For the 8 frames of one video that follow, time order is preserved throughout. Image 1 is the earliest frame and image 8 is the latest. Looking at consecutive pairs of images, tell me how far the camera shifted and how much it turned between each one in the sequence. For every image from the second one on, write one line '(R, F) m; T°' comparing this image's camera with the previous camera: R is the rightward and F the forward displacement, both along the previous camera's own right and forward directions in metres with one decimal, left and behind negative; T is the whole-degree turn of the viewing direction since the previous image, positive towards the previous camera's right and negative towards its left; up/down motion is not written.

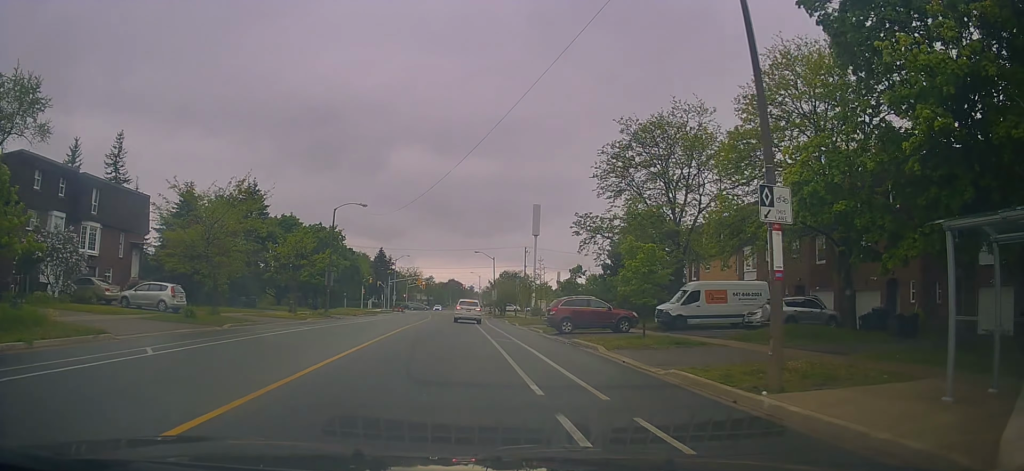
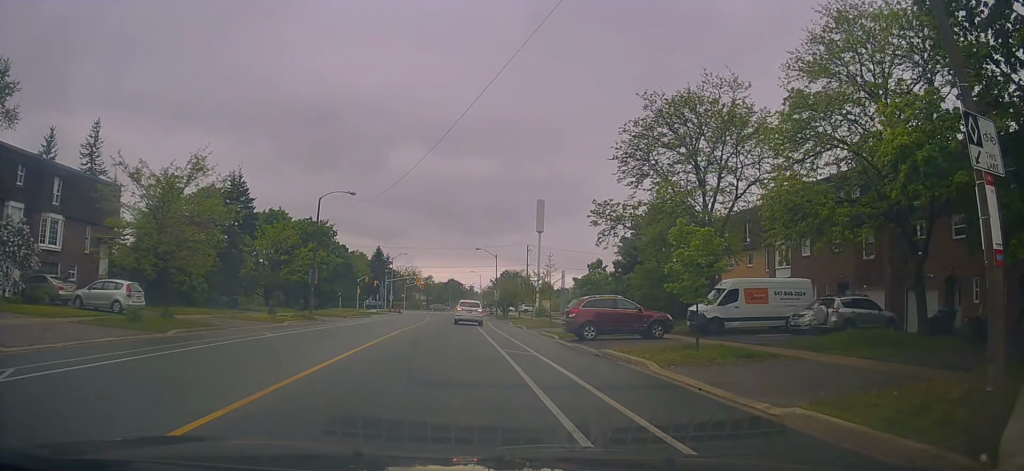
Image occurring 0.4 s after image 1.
(0.0, +4.8) m; 0°
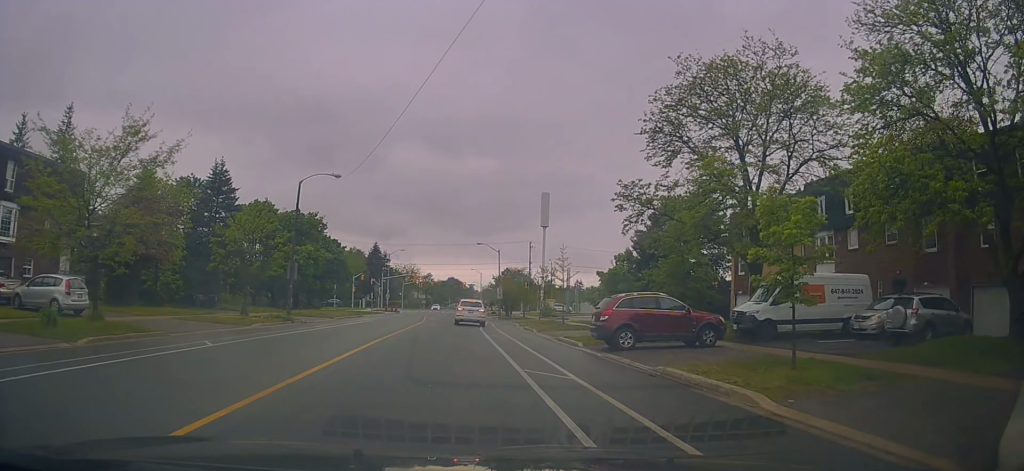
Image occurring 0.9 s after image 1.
(-0.1, +4.8) m; 0°
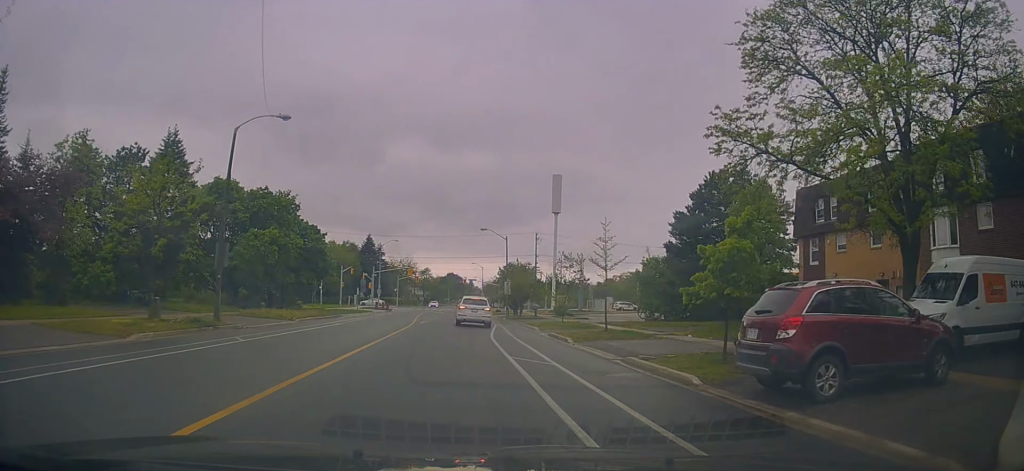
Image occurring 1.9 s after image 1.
(-0.1, +10.3) m; 0°
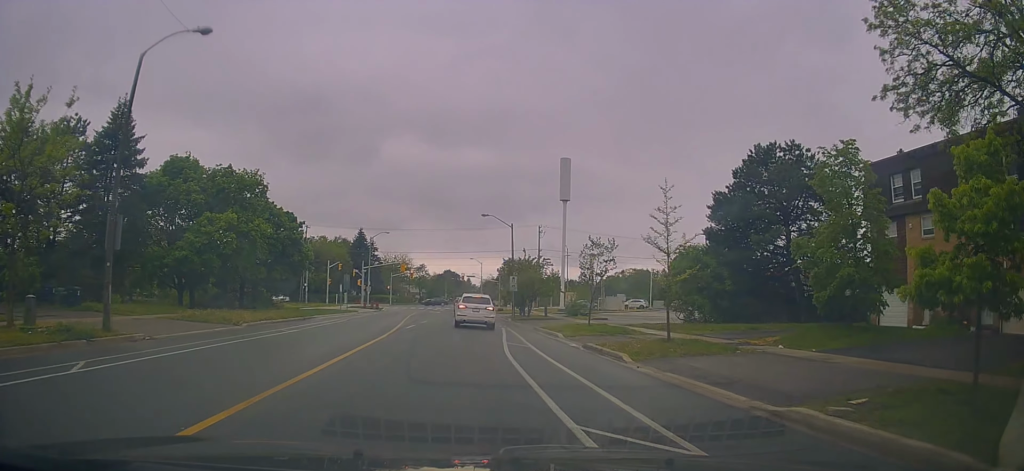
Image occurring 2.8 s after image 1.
(+0.1, +8.2) m; +1°
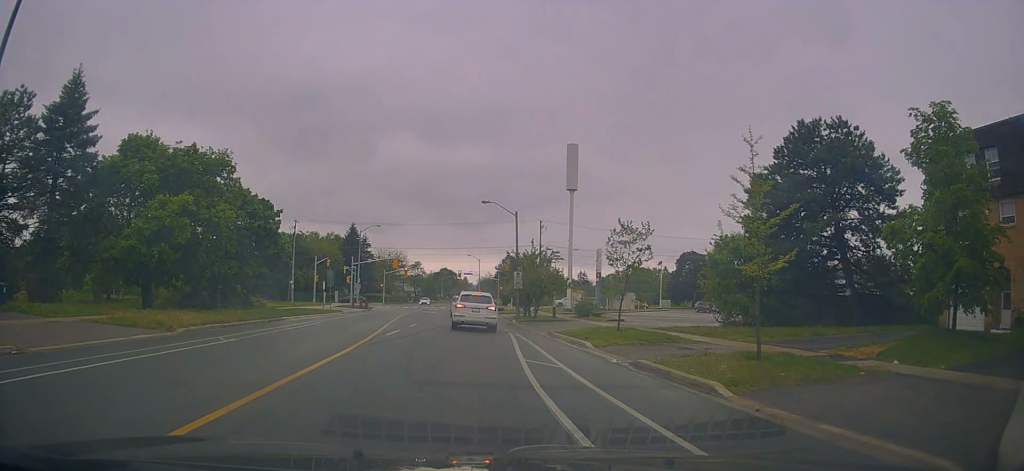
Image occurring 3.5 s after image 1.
(+0.1, +6.1) m; +1°
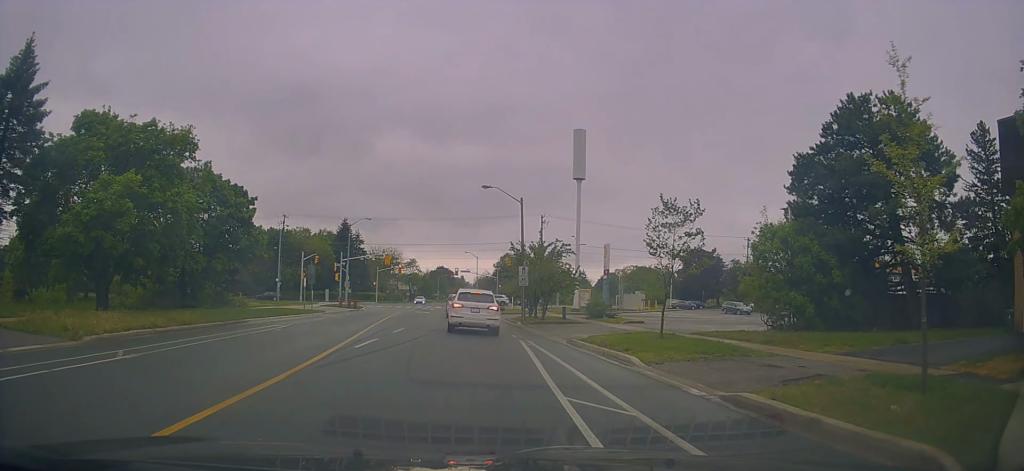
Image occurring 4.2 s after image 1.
(-0.1, +5.3) m; 0°
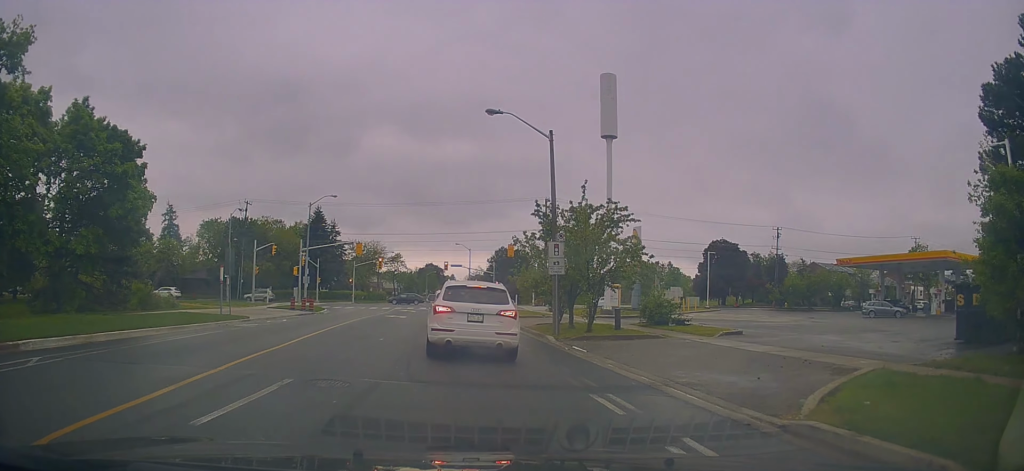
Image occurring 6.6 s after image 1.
(+1.3, +15.6) m; +2°
